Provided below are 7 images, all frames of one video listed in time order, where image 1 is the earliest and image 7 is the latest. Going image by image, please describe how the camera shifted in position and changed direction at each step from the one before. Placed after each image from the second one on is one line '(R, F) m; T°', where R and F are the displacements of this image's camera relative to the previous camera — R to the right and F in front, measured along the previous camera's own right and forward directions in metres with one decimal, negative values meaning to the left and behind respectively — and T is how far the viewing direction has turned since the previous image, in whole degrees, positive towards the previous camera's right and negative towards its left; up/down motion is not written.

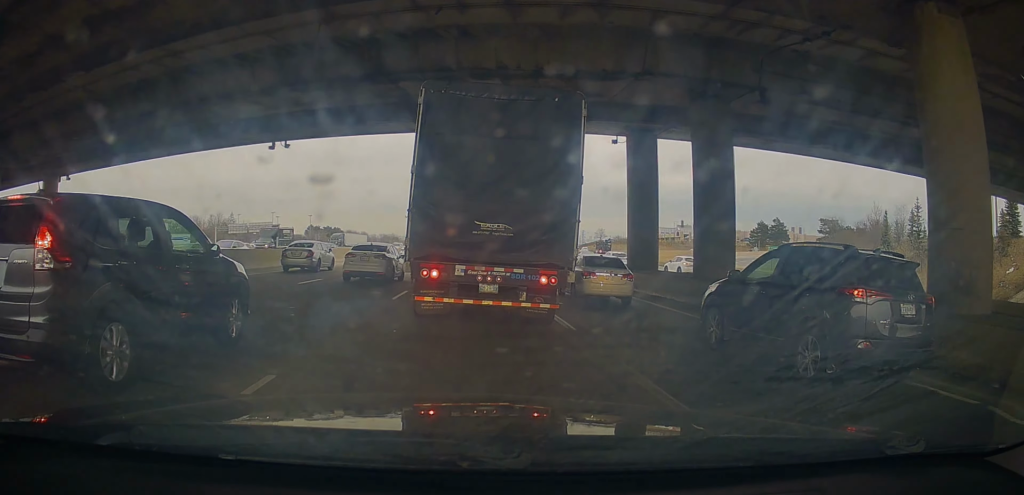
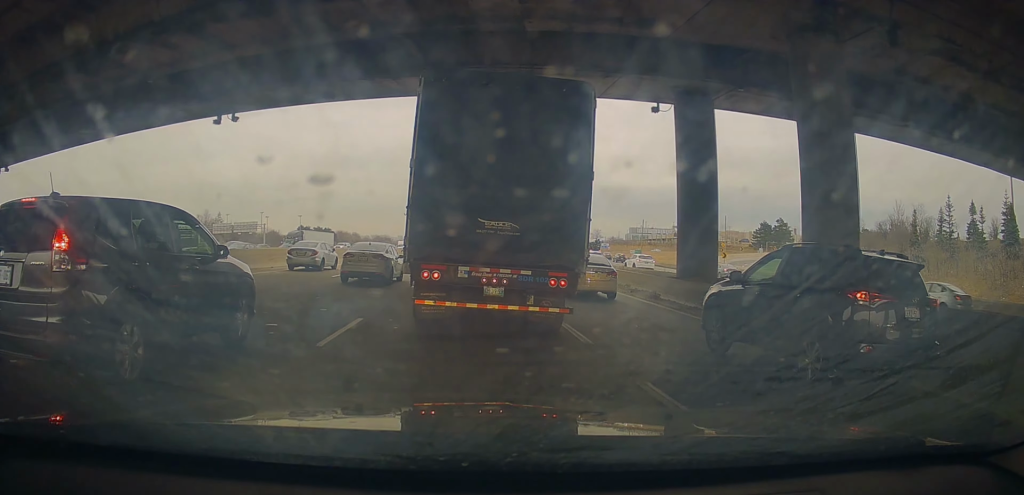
(-0.2, +8.2) m; +1°
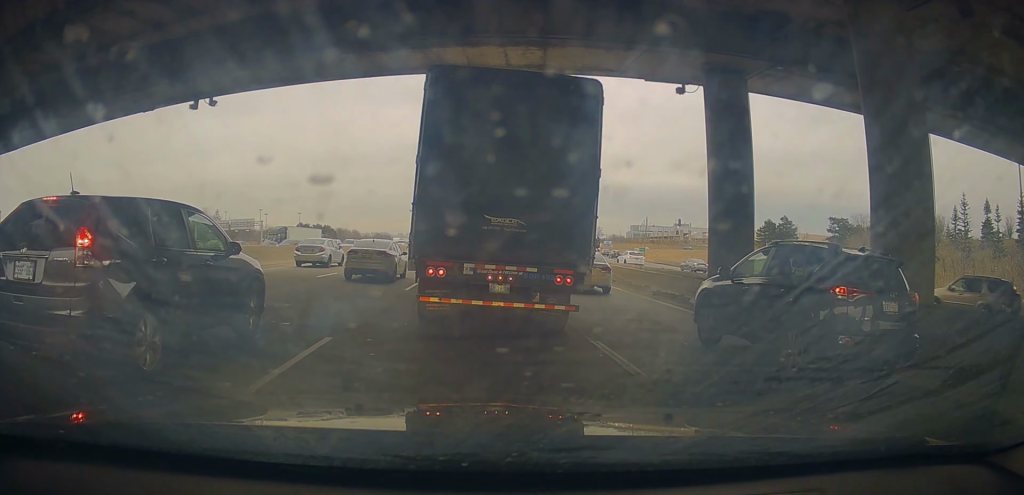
(0.0, +3.1) m; +1°
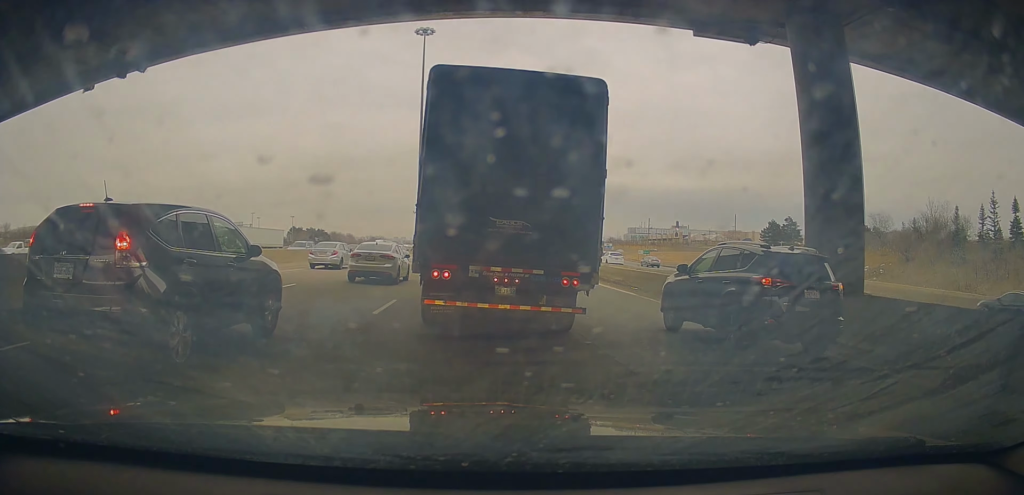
(+0.3, +6.9) m; +2°
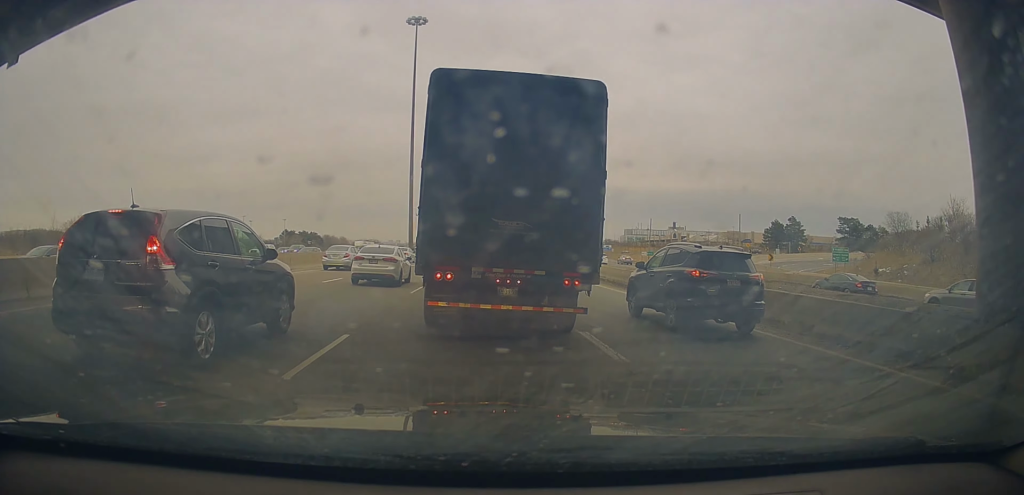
(+0.1, +6.1) m; -1°
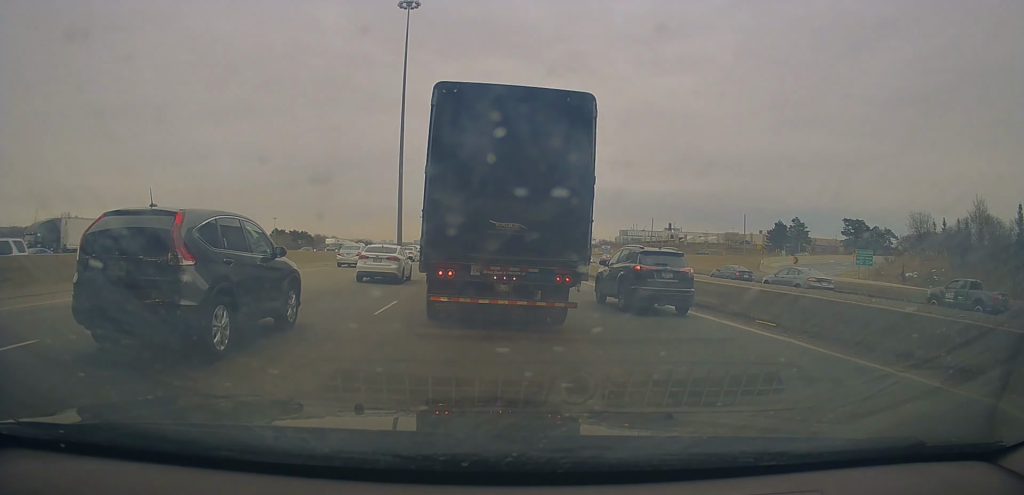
(-0.2, +6.1) m; +2°
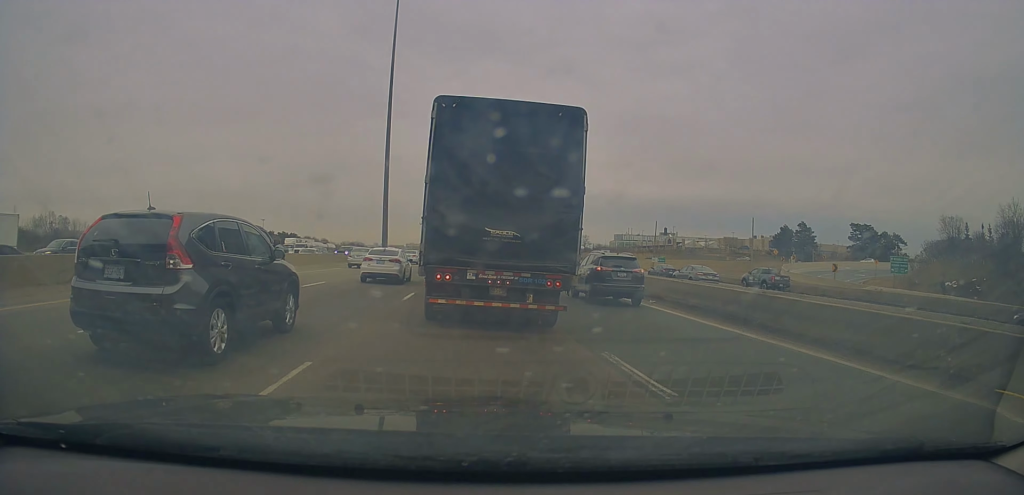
(+0.4, +6.9) m; +2°
